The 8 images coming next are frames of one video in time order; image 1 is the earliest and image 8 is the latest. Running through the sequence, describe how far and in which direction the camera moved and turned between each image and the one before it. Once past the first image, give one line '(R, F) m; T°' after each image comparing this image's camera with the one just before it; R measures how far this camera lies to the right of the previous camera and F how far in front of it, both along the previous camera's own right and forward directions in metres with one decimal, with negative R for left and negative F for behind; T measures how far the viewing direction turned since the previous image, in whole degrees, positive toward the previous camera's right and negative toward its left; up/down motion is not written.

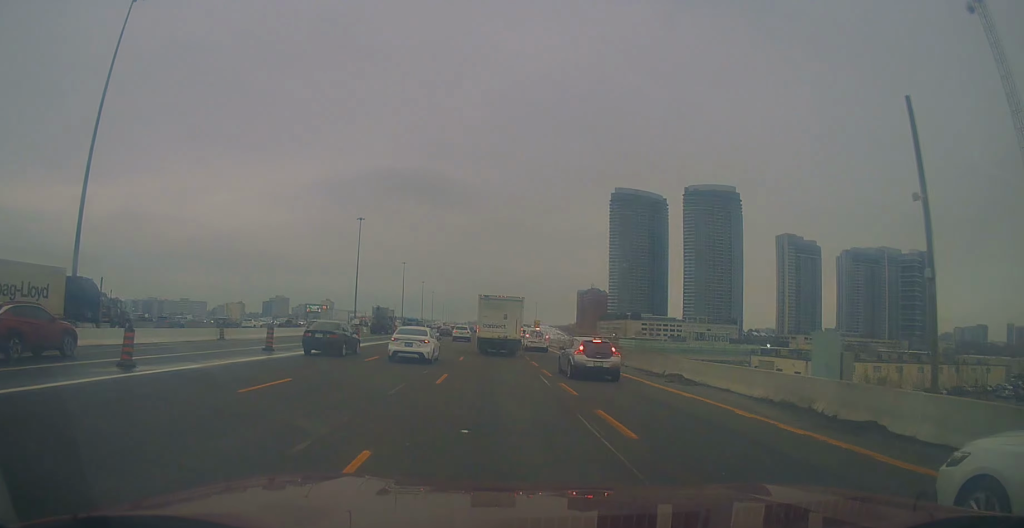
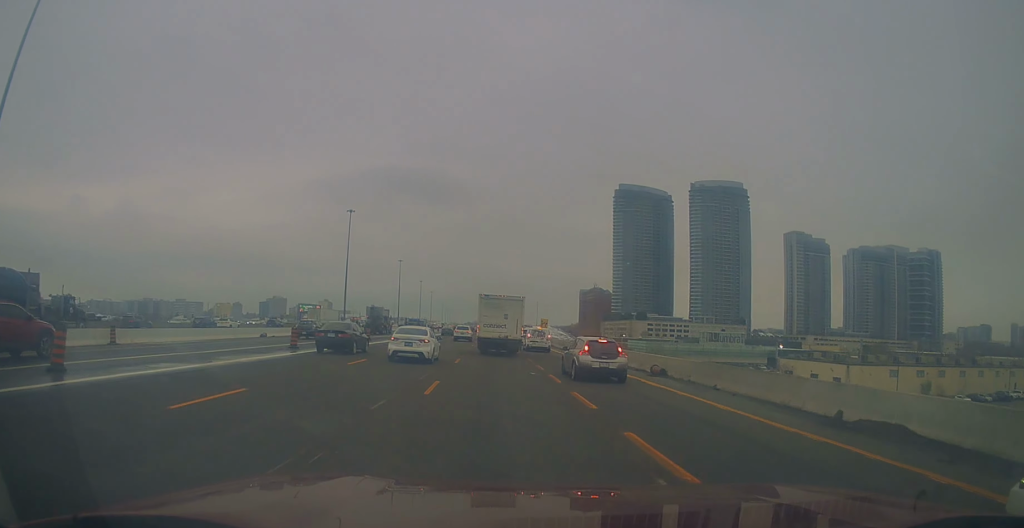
(+0.1, +14.7) m; +3°
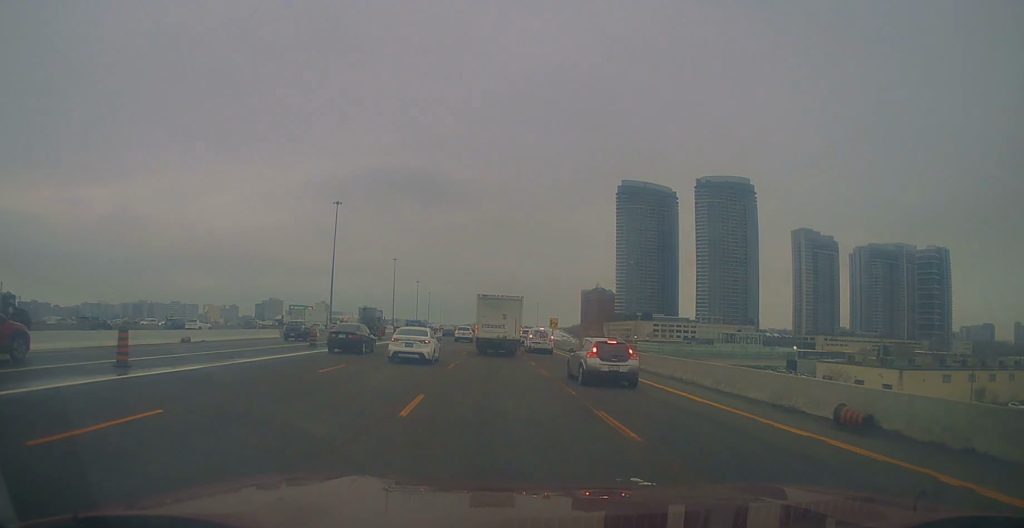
(+0.8, +15.4) m; -1°
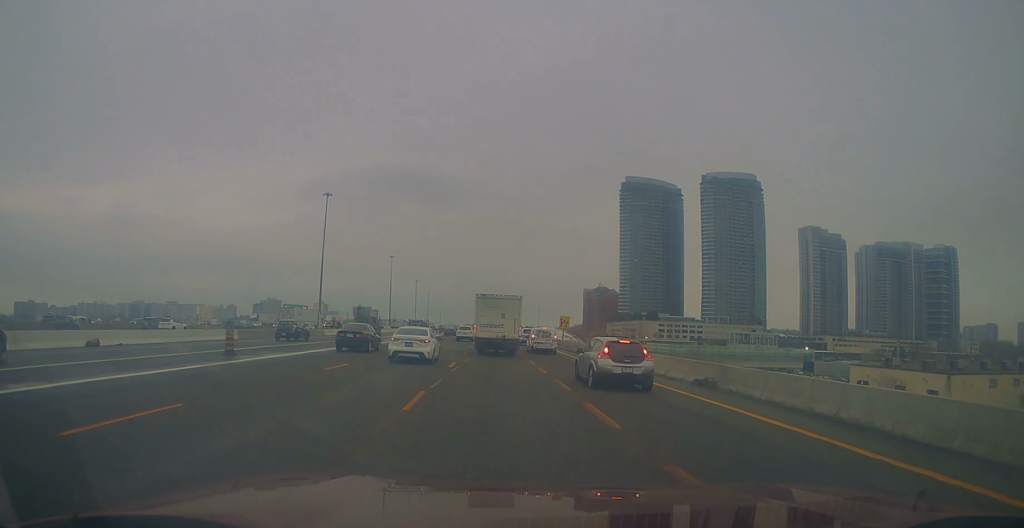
(-0.1, +11.4) m; -1°
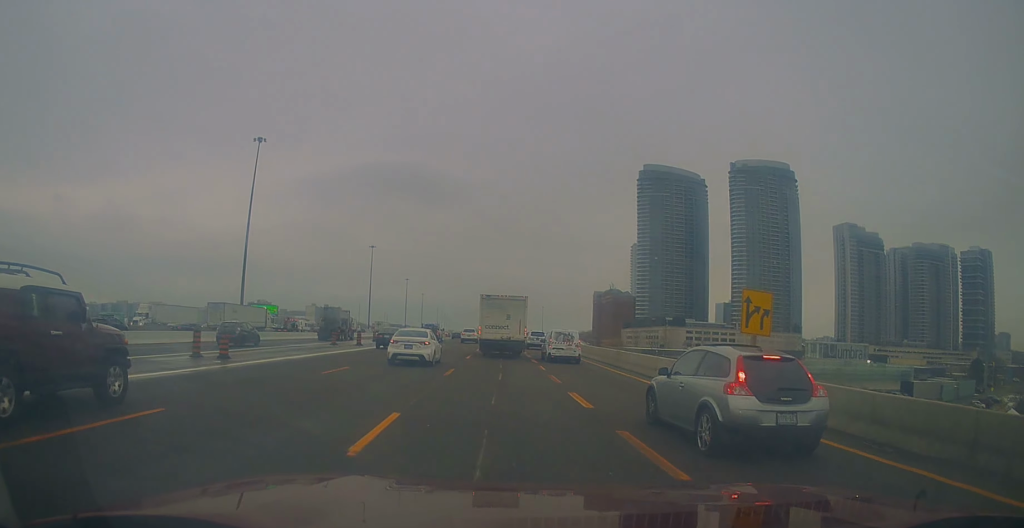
(-1.5, +51.7) m; -1°
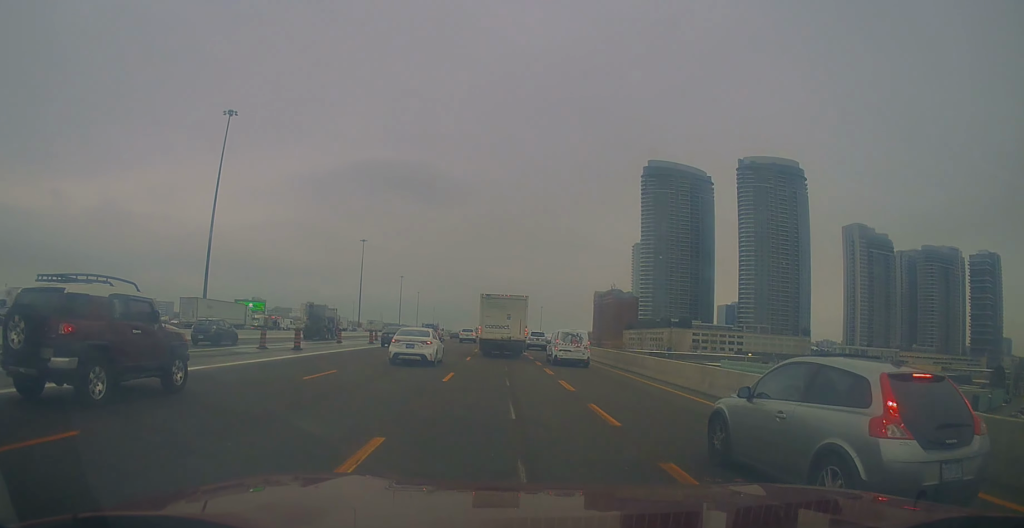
(0.0, +14.1) m; 0°
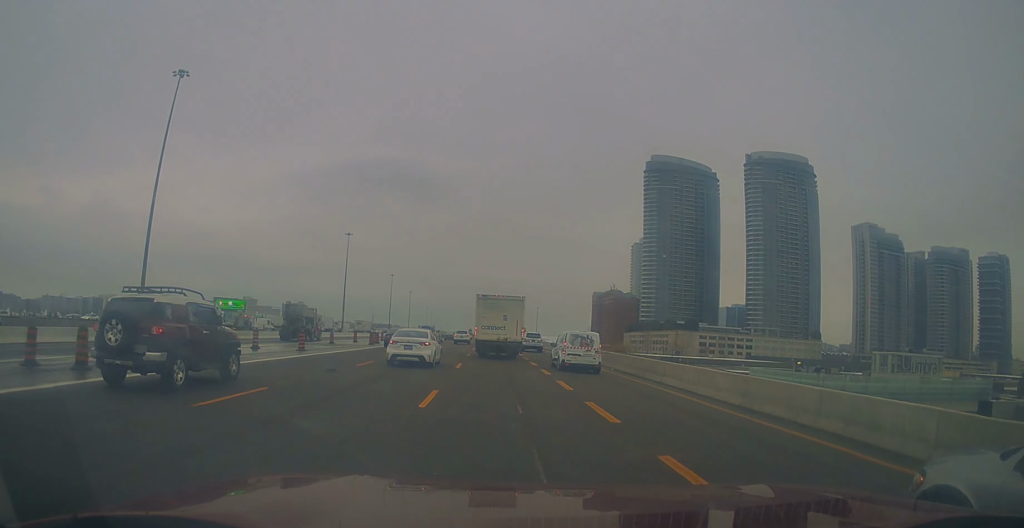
(0.0, +17.6) m; +1°
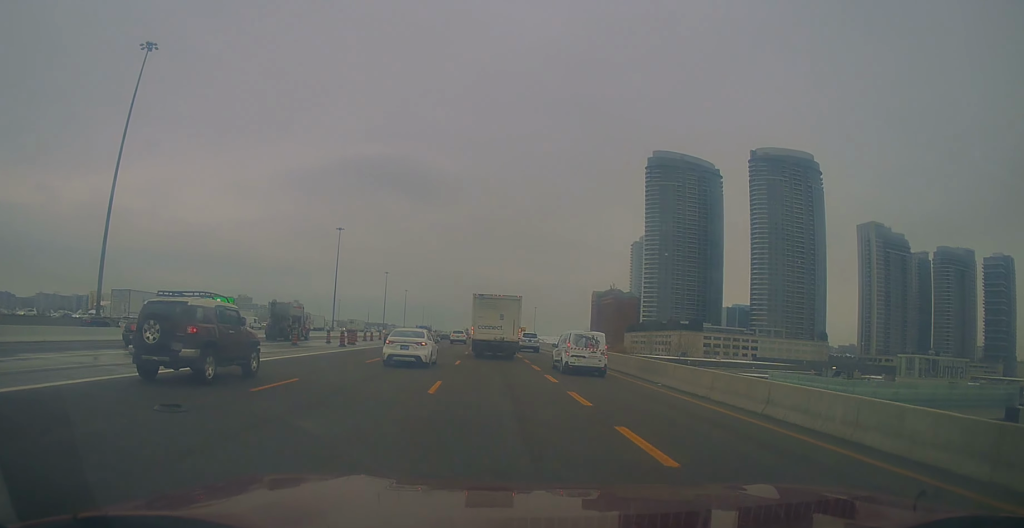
(-0.1, +9.5) m; +1°
